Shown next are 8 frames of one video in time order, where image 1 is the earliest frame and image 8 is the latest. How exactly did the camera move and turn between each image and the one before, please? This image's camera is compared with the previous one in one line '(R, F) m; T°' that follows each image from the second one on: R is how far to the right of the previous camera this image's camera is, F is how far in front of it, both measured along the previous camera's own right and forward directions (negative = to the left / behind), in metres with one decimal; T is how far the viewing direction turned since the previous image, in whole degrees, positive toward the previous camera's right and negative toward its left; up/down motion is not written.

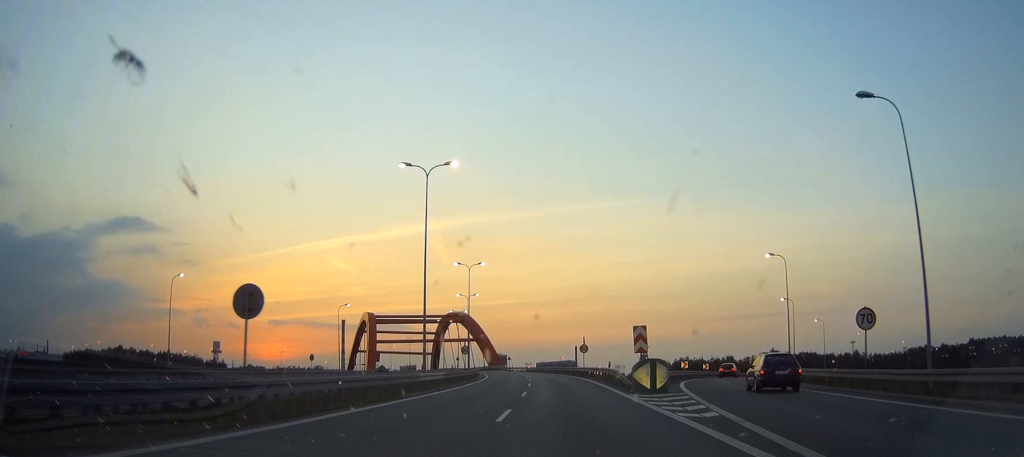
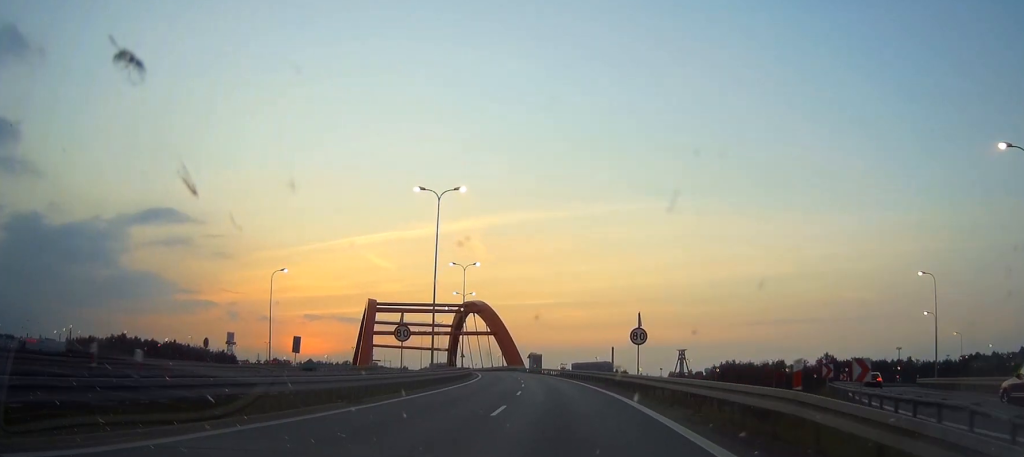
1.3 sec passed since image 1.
(0.0, +23.5) m; 0°
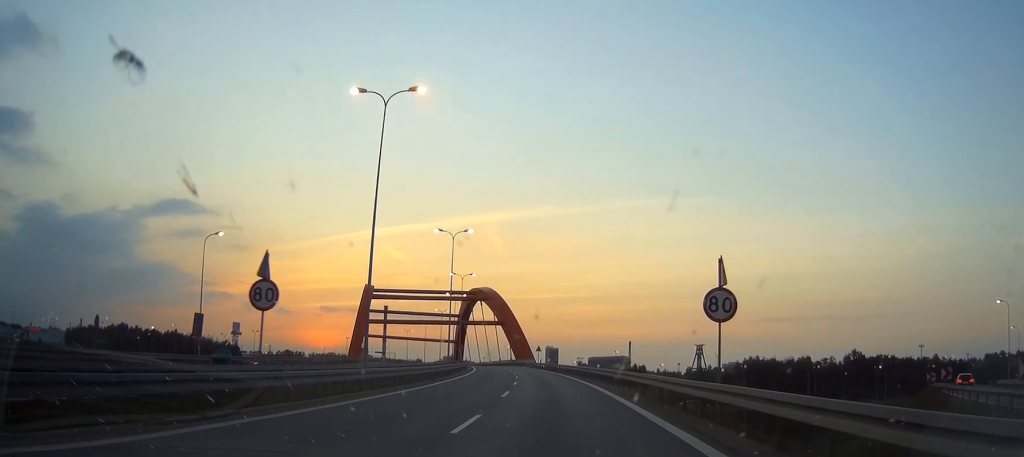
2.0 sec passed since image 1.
(0.0, +12.0) m; 0°
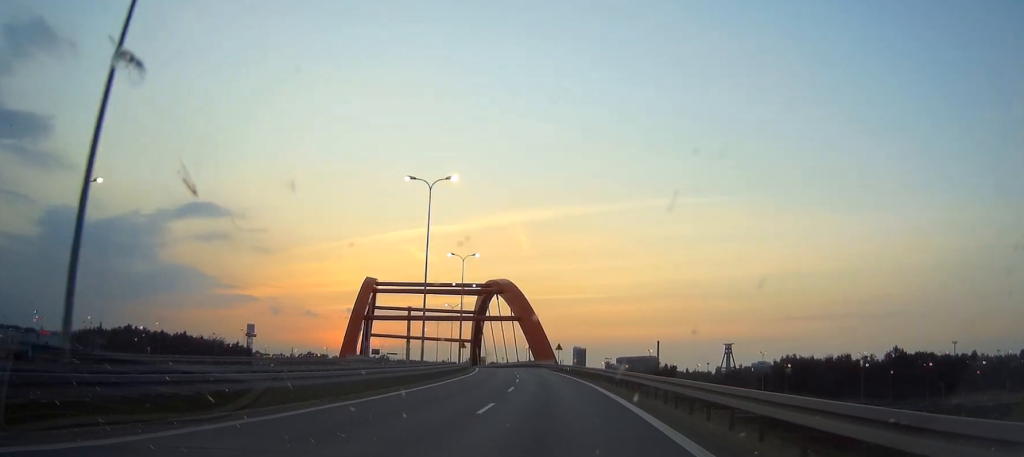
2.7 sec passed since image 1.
(0.0, +13.8) m; 0°
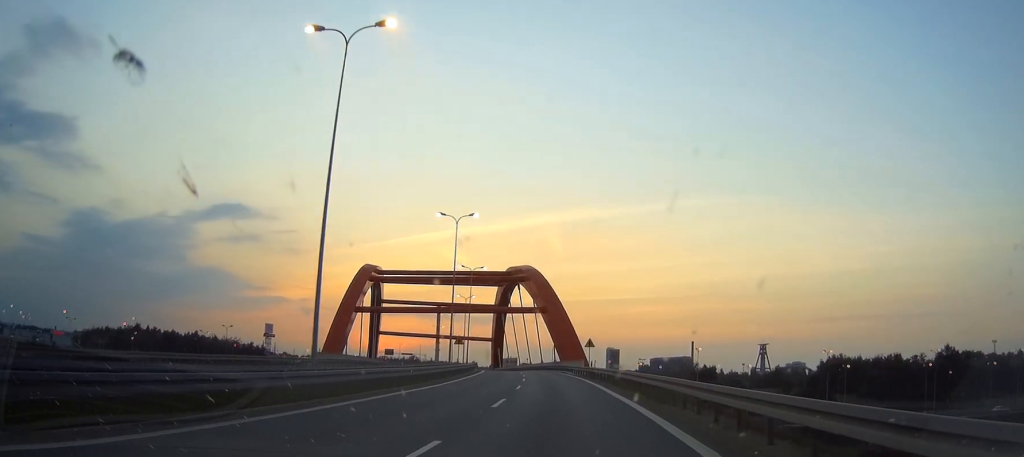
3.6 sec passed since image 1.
(0.0, +16.2) m; 0°
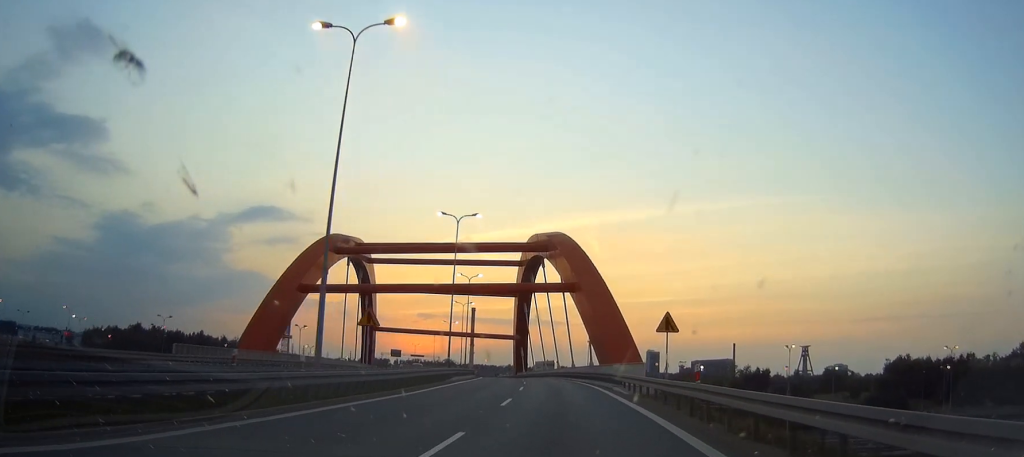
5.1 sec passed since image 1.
(0.0, +25.7) m; 0°
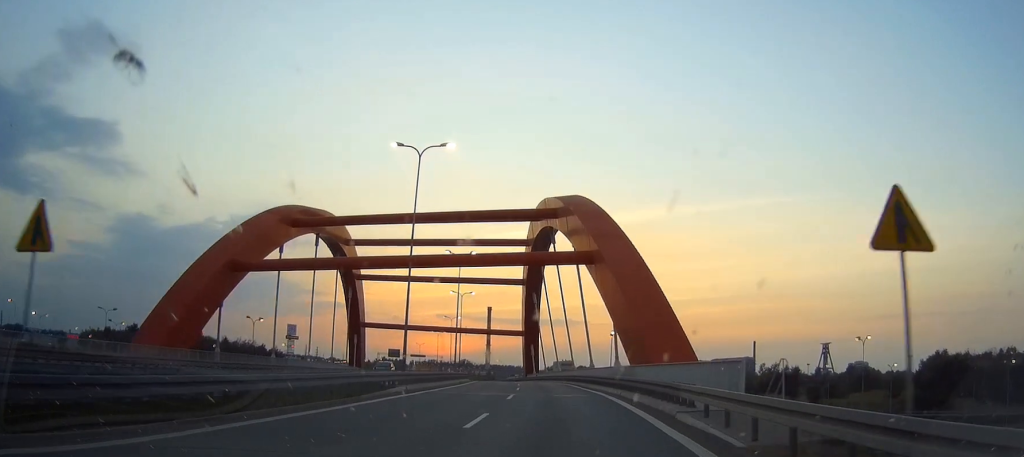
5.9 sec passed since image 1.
(0.0, +14.3) m; 0°
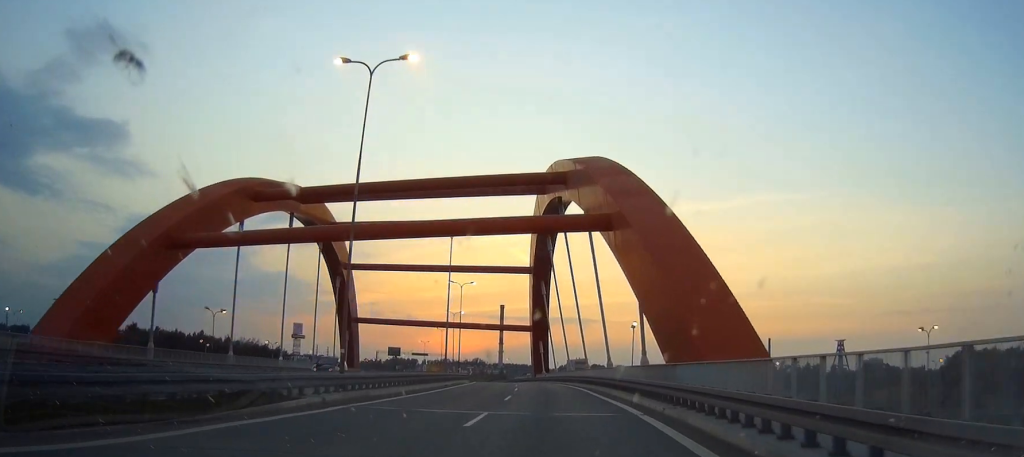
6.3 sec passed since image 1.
(0.0, +8.3) m; 0°
